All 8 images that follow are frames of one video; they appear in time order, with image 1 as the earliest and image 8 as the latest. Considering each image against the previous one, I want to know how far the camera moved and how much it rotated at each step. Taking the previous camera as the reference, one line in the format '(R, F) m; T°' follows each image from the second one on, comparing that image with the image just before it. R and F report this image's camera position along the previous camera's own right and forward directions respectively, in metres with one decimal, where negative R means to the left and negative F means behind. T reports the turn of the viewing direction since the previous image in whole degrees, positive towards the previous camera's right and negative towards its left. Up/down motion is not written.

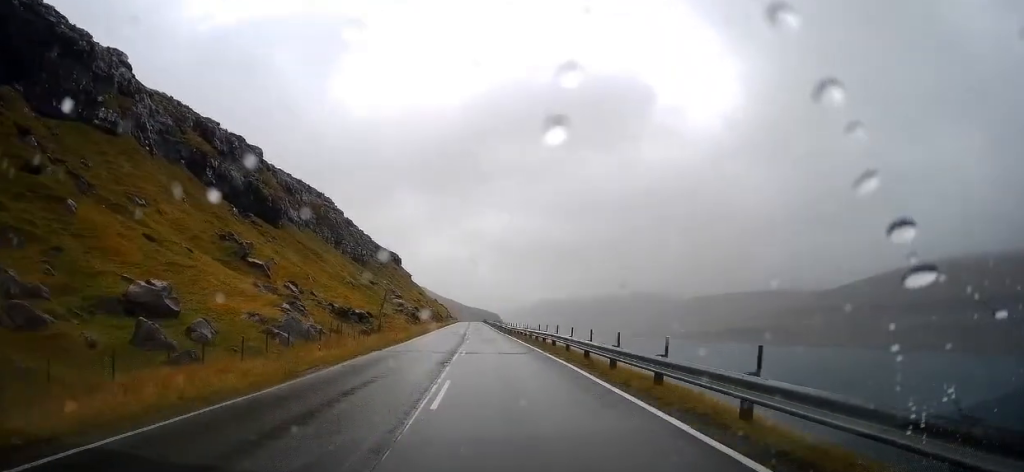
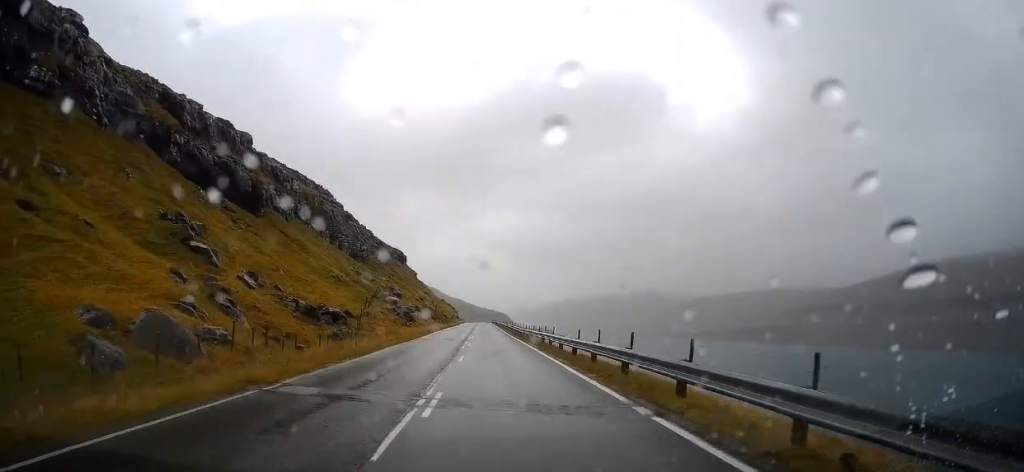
(-0.2, +13.4) m; -1°
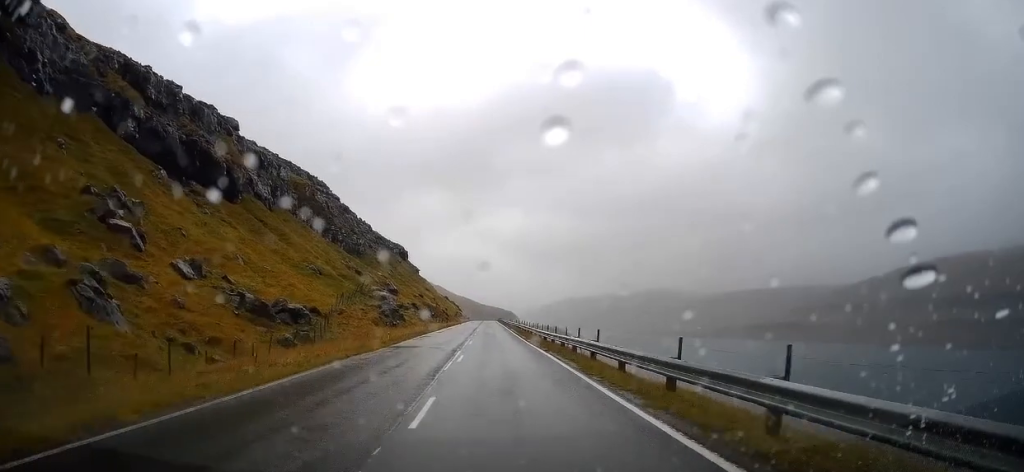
(-0.1, +11.5) m; -1°
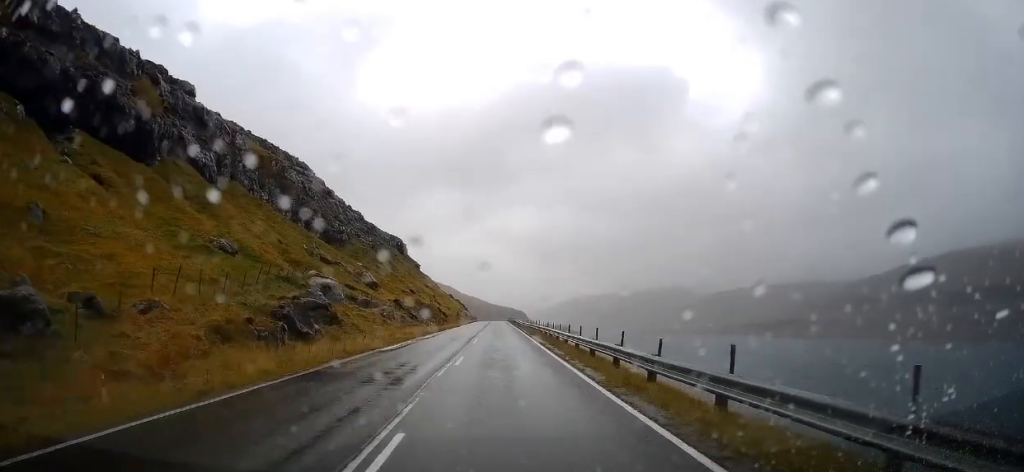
(-0.3, +26.4) m; -2°
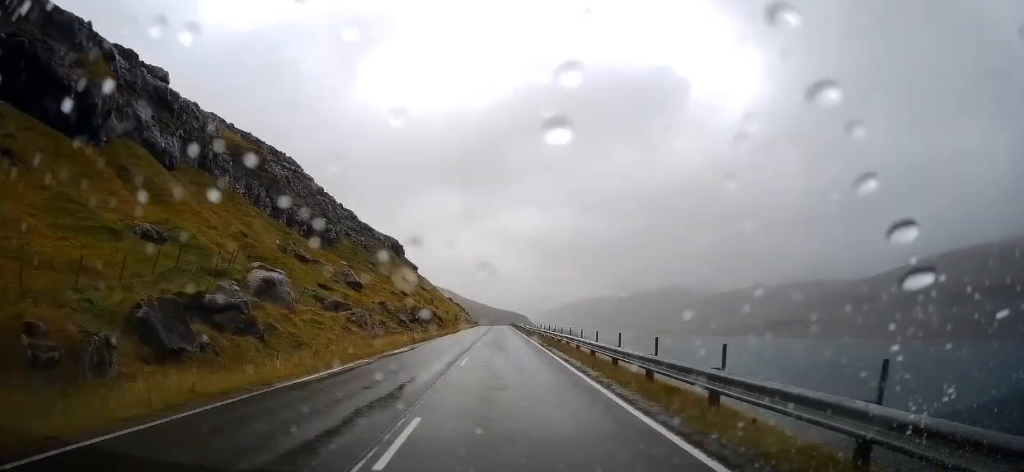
(-0.1, +11.1) m; 0°
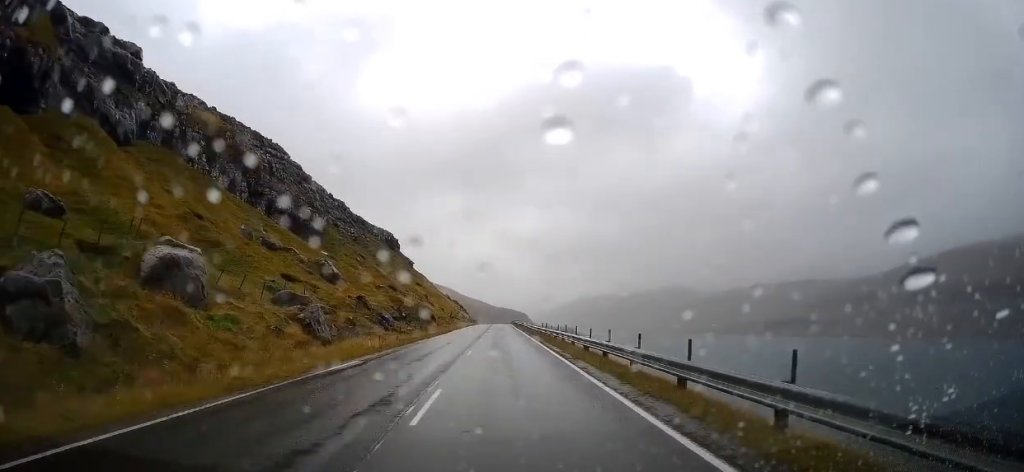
(0.0, +10.1) m; 0°
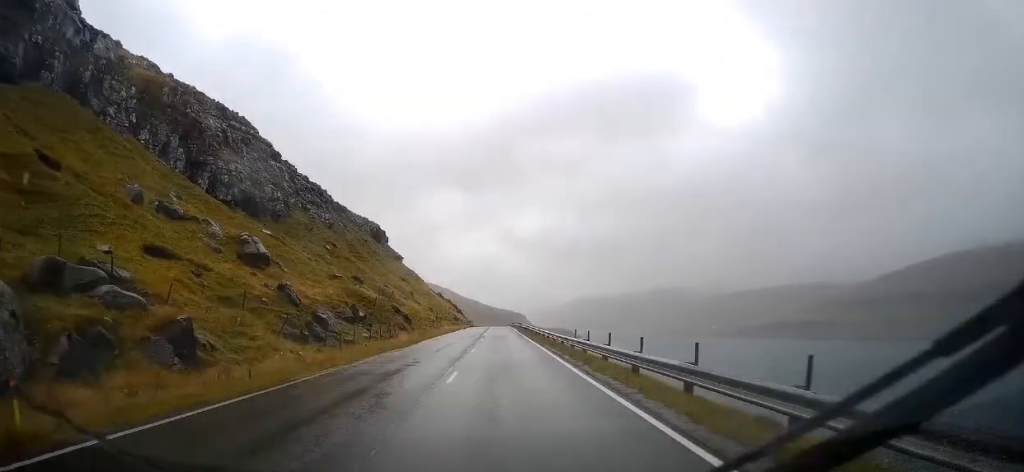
(0.0, +20.4) m; -1°
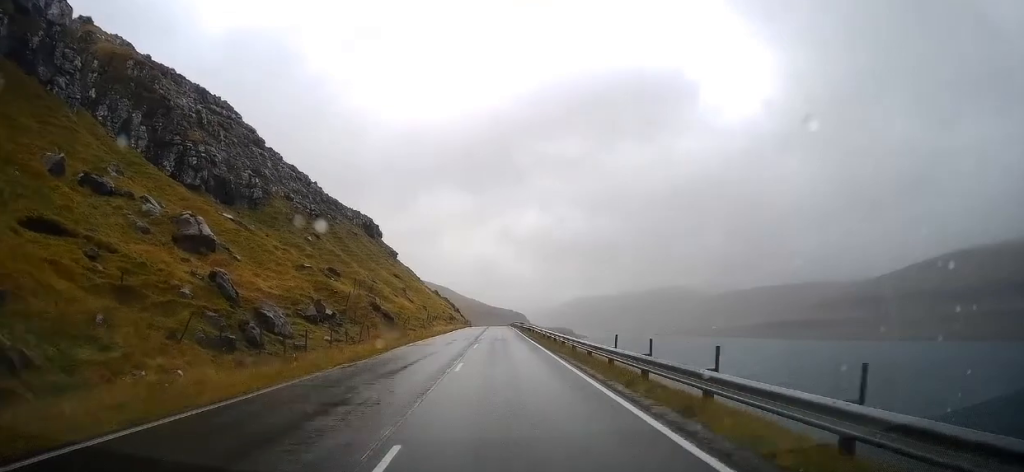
(-0.1, +9.2) m; 0°
